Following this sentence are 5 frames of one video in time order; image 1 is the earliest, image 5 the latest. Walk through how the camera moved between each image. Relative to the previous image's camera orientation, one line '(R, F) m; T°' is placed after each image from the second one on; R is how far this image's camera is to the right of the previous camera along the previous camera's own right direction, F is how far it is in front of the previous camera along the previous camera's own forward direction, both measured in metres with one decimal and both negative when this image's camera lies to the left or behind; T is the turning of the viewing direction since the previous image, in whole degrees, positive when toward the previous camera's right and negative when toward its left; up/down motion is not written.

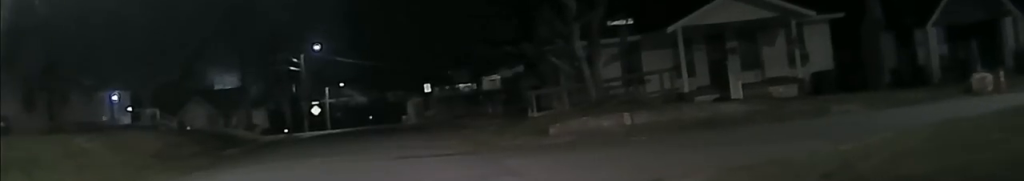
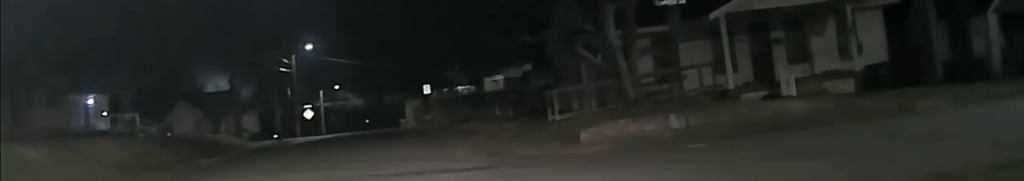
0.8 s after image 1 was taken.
(+0.2, +3.8) m; +9°
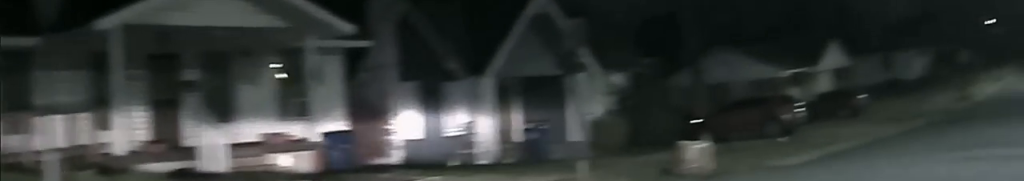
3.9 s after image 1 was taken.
(+5.4, +10.2) m; +65°
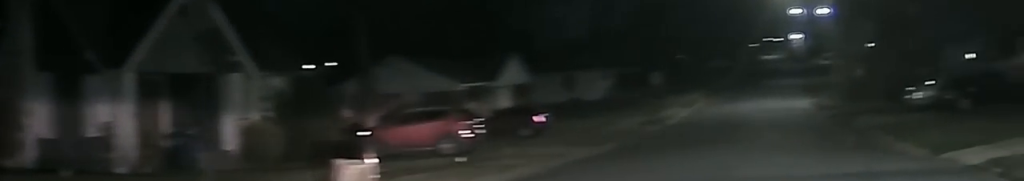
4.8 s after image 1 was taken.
(+0.7, +4.3) m; +12°
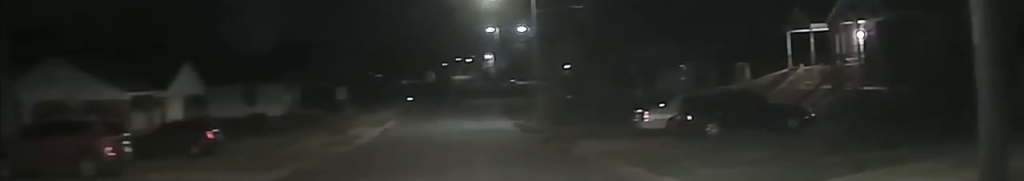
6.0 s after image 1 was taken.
(+0.5, +6.5) m; +9°
